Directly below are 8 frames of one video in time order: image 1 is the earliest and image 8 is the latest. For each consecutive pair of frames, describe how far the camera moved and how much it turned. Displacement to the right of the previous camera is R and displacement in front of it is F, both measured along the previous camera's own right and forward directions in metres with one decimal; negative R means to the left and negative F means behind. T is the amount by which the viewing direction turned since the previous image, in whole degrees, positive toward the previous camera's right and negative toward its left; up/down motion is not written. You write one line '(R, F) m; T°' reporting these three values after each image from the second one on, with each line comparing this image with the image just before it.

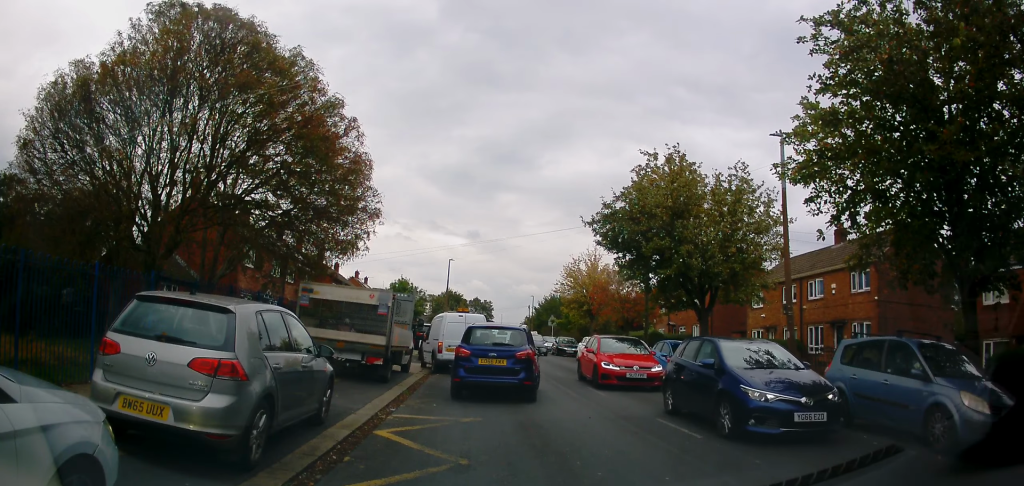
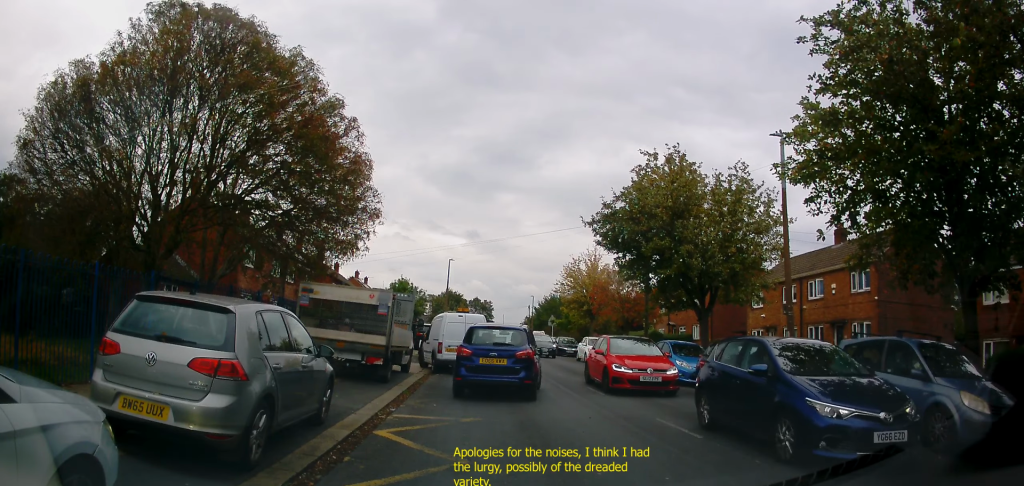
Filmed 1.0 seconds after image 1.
(0.0, 0.0) m; 0°
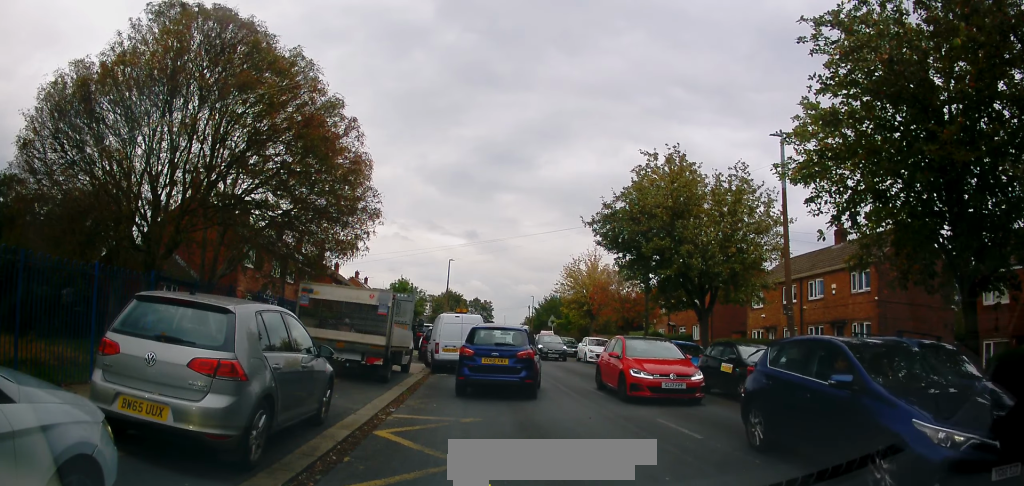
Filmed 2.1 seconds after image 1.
(0.0, 0.0) m; 0°
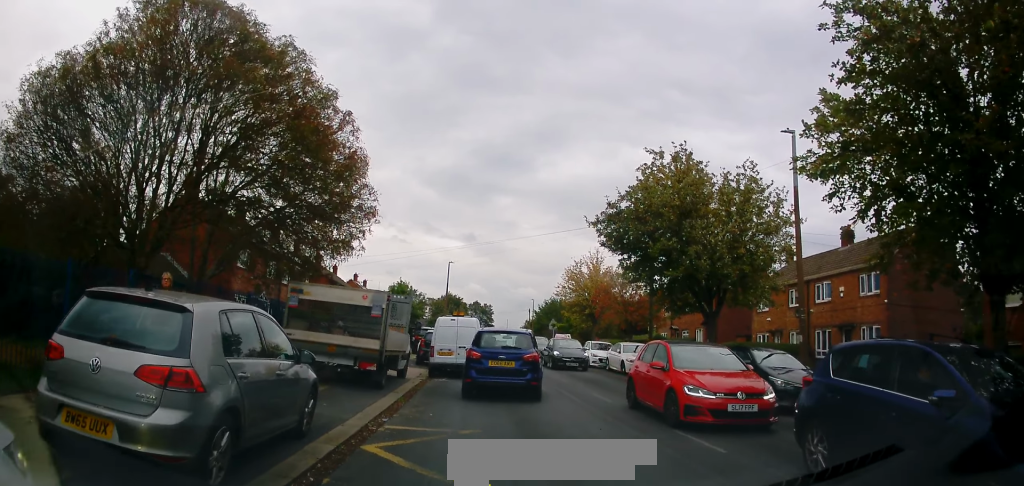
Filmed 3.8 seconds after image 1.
(0.0, +0.6) m; 0°
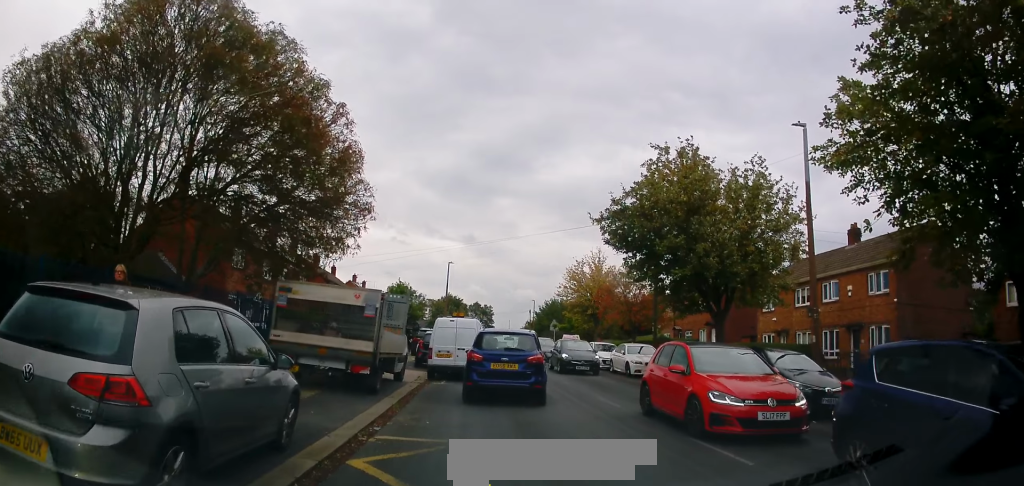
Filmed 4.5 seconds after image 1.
(-0.1, +0.7) m; 0°
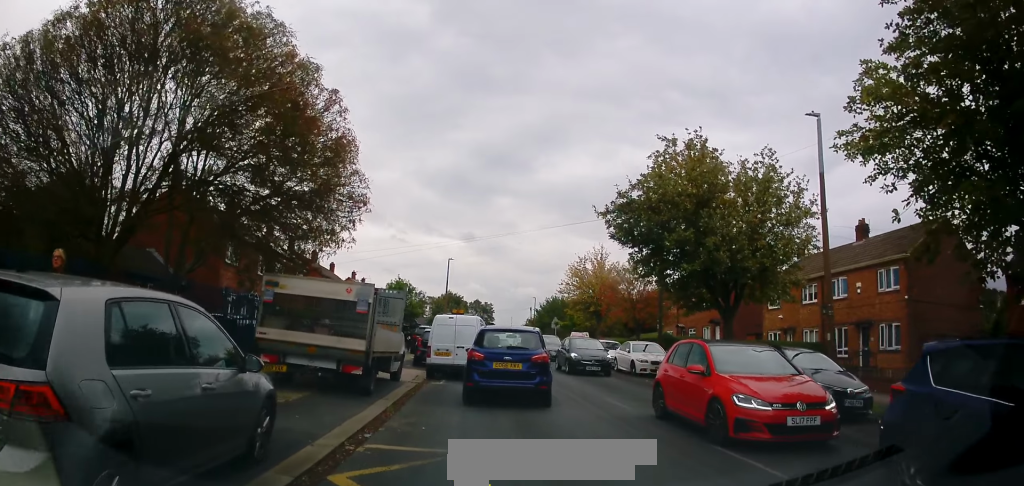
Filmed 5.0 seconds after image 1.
(-0.2, +0.7) m; -1°
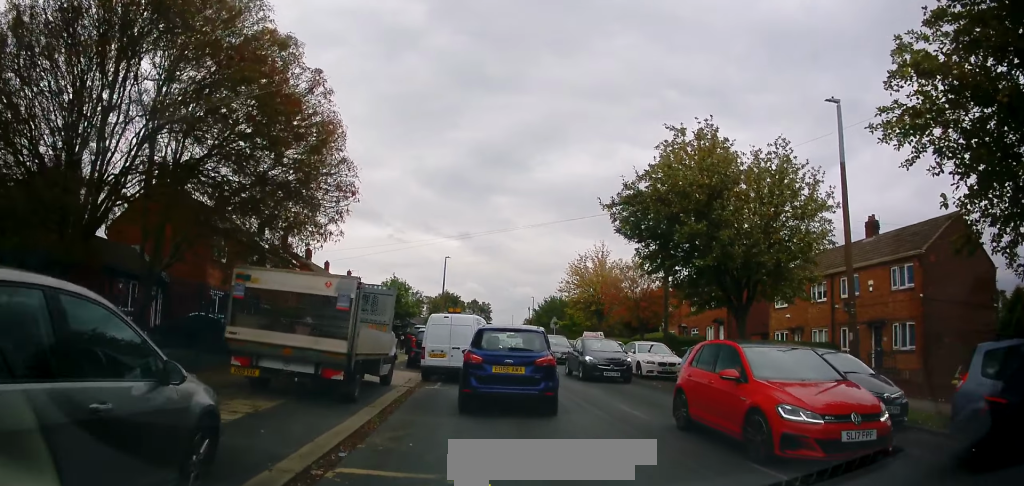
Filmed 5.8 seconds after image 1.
(-0.1, +1.1) m; -1°
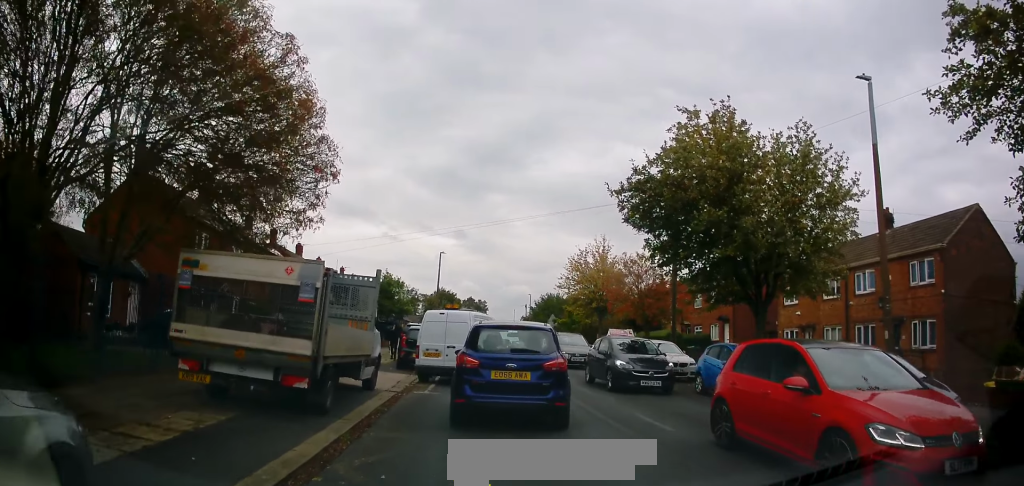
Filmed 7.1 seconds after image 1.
(-0.1, +1.6) m; 0°
